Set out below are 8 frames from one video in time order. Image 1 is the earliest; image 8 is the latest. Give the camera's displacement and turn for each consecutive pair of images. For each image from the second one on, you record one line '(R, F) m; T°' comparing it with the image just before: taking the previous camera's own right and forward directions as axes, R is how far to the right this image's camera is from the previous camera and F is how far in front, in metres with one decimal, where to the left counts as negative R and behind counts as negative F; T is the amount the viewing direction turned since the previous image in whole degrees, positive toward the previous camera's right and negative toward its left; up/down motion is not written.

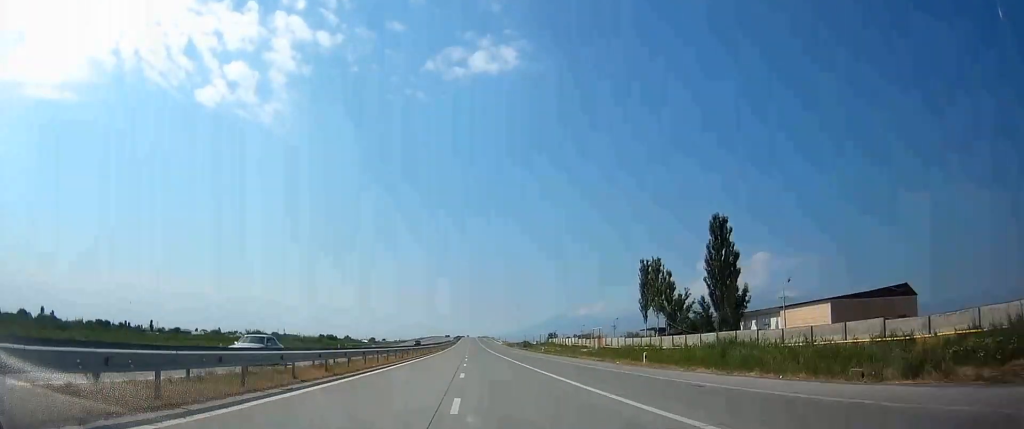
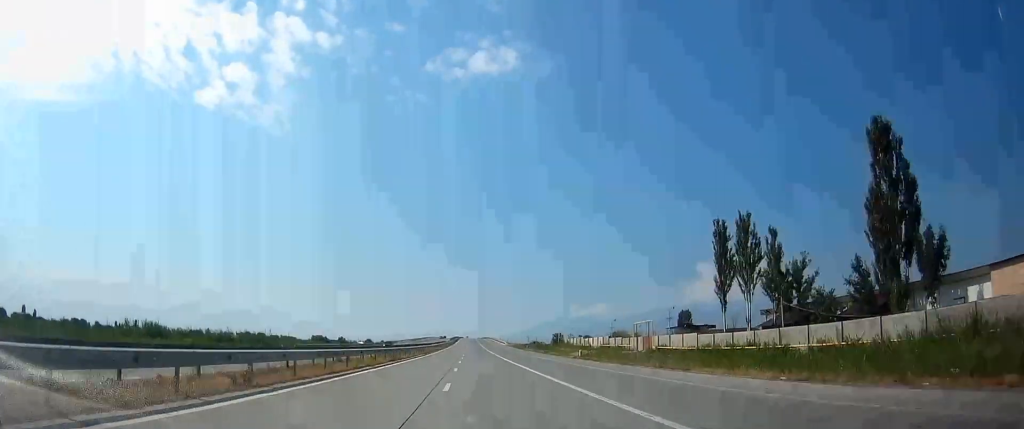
(+0.1, +31.0) m; 0°
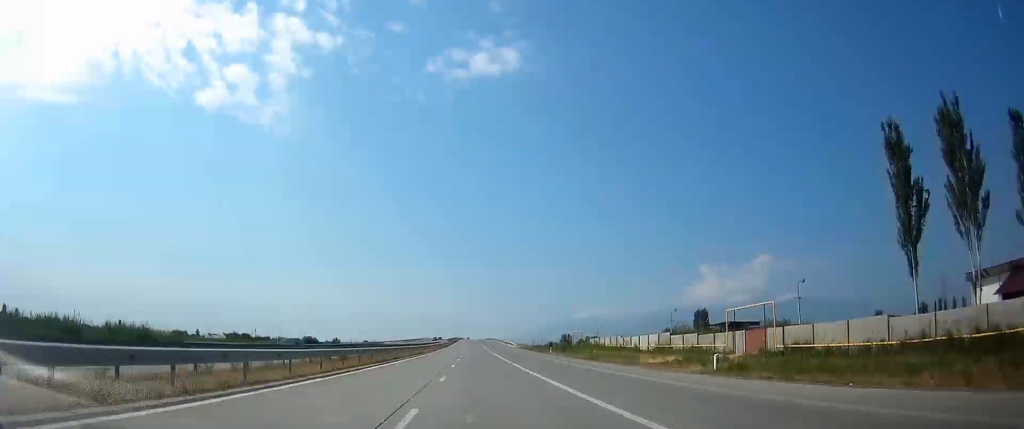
(0.0, +32.2) m; 0°
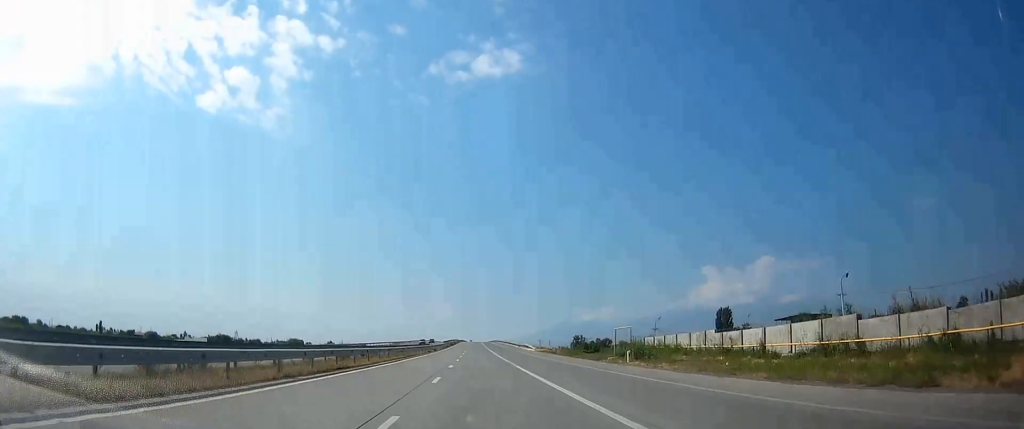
(-0.1, +37.3) m; 0°
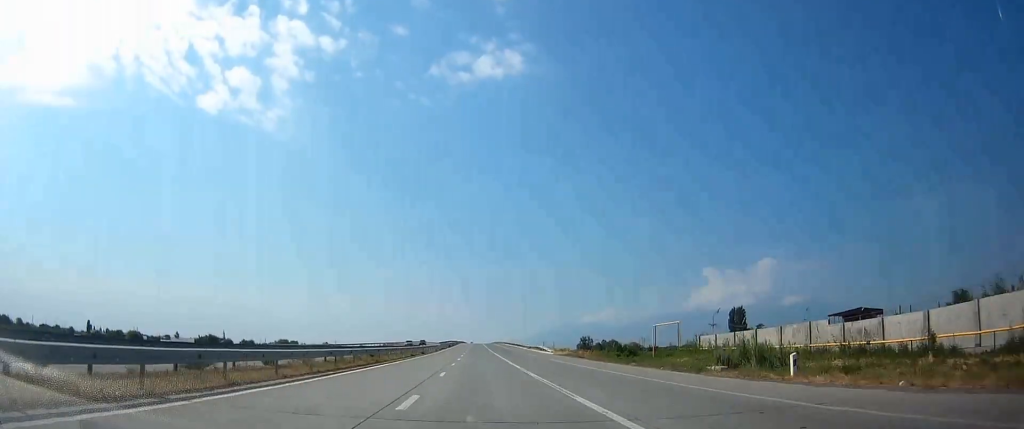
(-0.2, +20.4) m; 0°
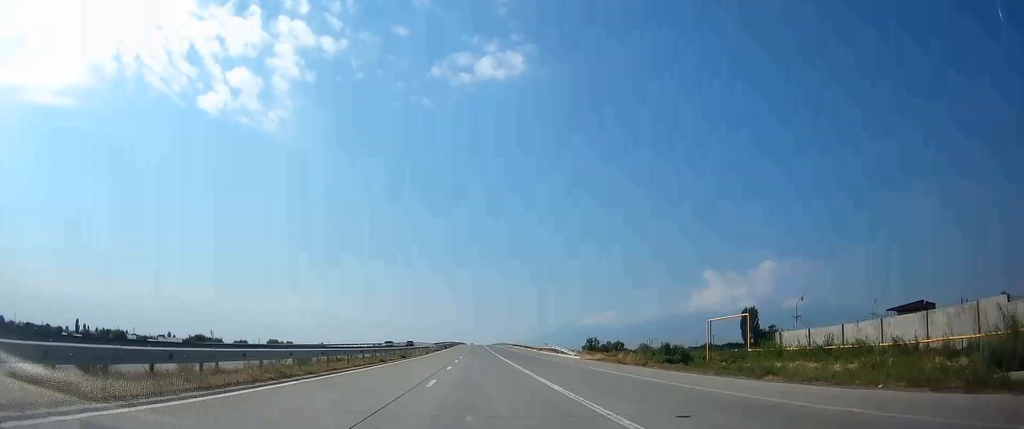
(0.0, +17.5) m; 0°
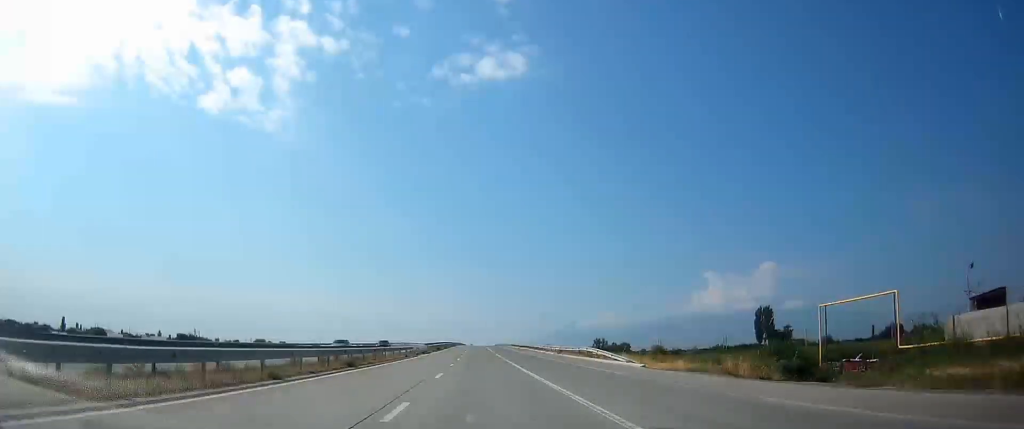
(+0.1, +20.1) m; 0°
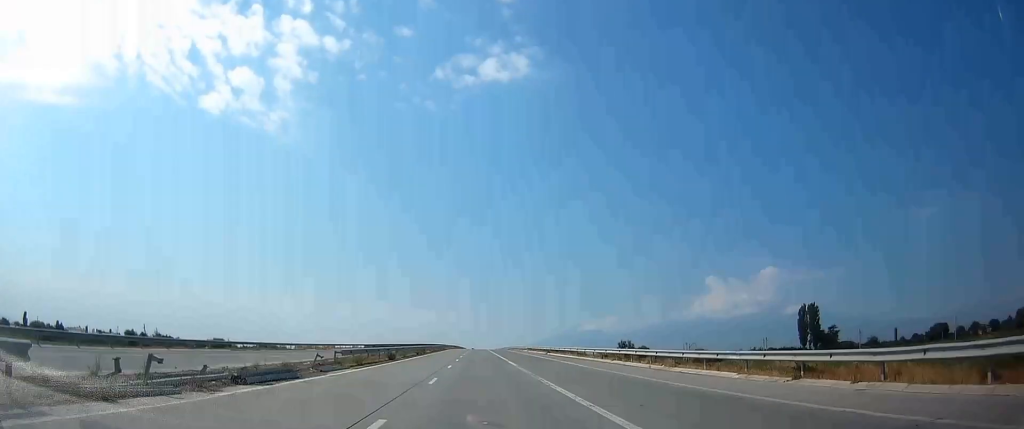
(+0.1, +51.5) m; -1°
